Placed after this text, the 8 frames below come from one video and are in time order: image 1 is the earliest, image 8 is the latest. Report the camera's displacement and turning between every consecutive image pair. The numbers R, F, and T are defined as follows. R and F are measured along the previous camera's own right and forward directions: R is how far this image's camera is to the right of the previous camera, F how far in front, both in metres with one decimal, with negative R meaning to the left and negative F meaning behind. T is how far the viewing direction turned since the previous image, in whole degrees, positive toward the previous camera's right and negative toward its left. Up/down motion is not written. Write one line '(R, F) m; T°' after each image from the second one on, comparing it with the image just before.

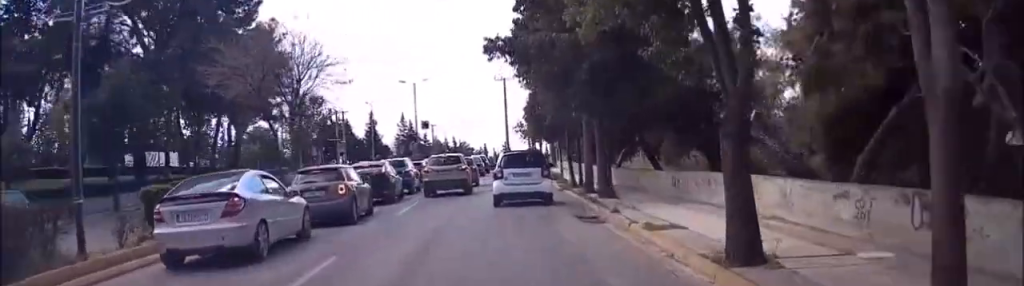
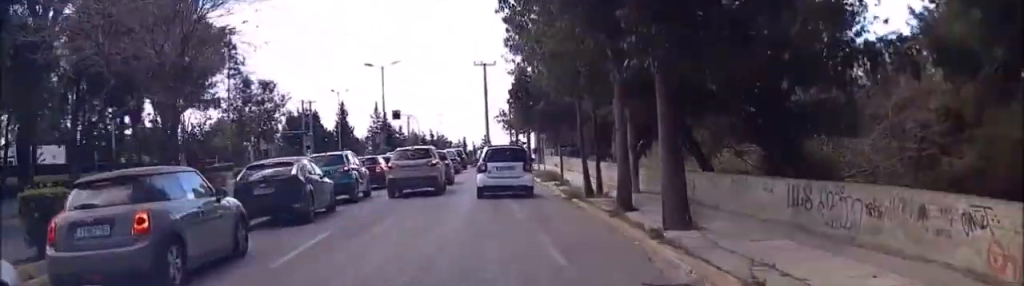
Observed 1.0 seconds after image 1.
(+0.1, +8.8) m; +2°
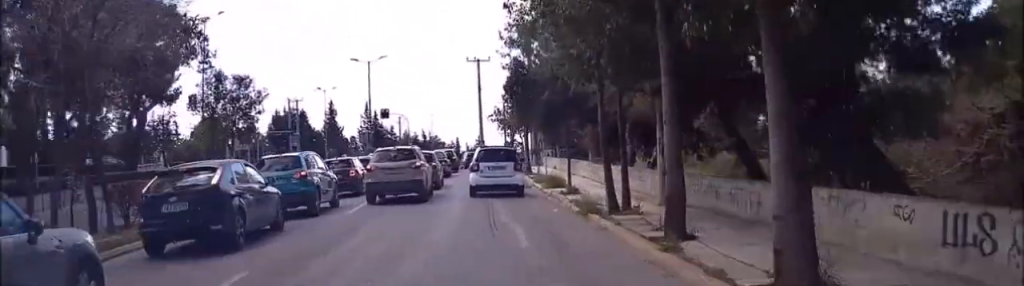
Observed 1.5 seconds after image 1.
(+0.1, +4.1) m; +1°
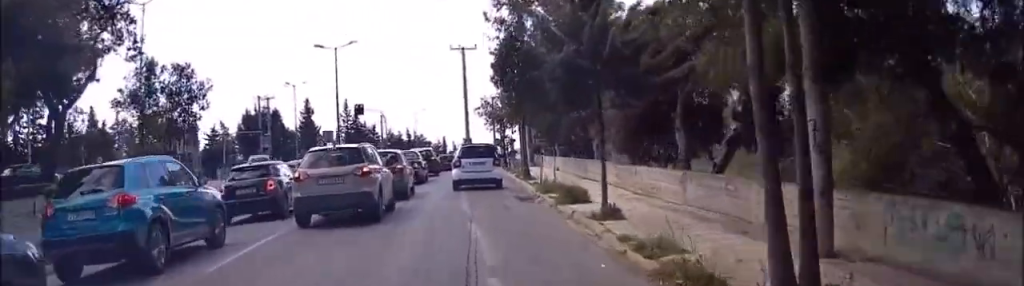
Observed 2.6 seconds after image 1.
(+0.1, +8.6) m; +3°
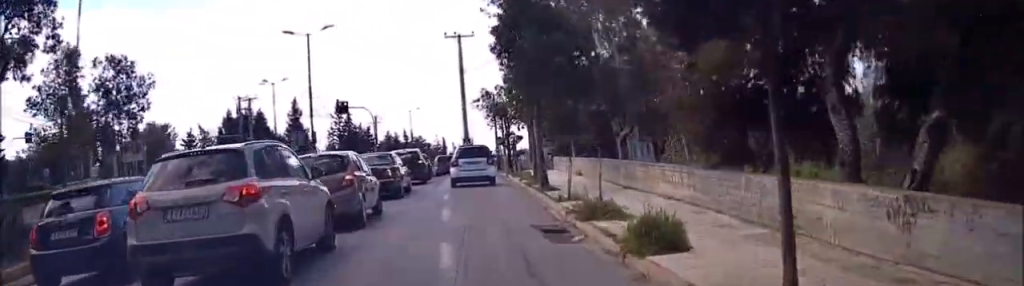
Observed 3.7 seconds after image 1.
(+0.4, +8.6) m; +2°
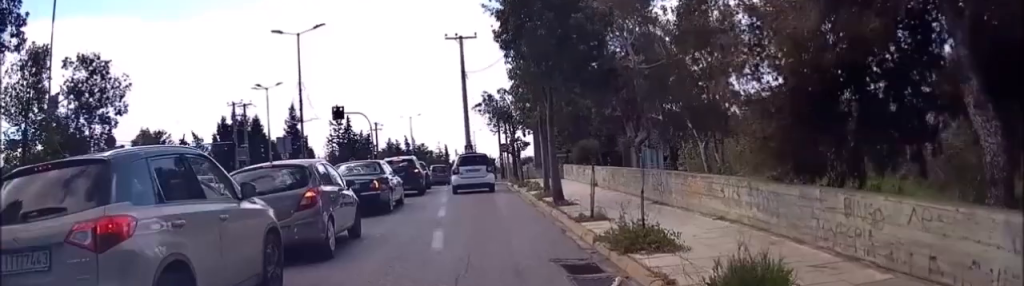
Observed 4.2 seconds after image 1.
(-0.1, +3.4) m; 0°
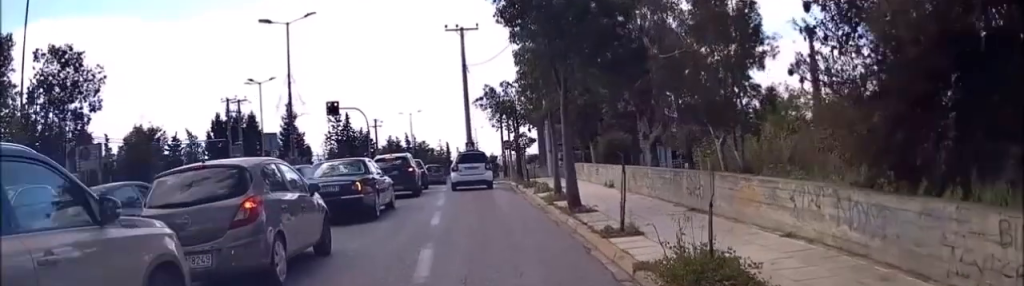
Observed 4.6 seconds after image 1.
(-0.1, +3.6) m; 0°
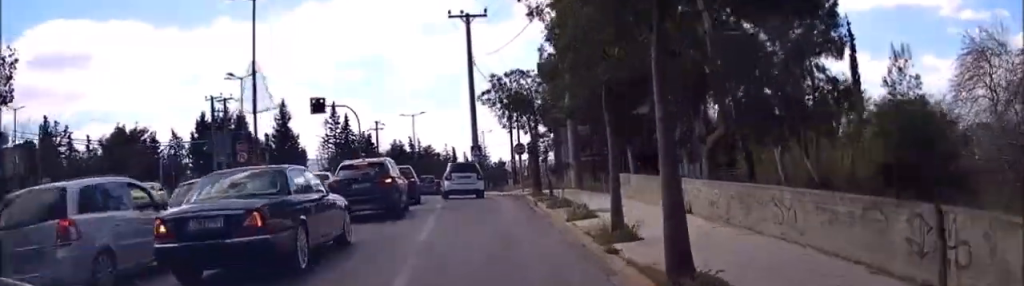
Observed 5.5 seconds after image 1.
(0.0, +6.3) m; +1°
